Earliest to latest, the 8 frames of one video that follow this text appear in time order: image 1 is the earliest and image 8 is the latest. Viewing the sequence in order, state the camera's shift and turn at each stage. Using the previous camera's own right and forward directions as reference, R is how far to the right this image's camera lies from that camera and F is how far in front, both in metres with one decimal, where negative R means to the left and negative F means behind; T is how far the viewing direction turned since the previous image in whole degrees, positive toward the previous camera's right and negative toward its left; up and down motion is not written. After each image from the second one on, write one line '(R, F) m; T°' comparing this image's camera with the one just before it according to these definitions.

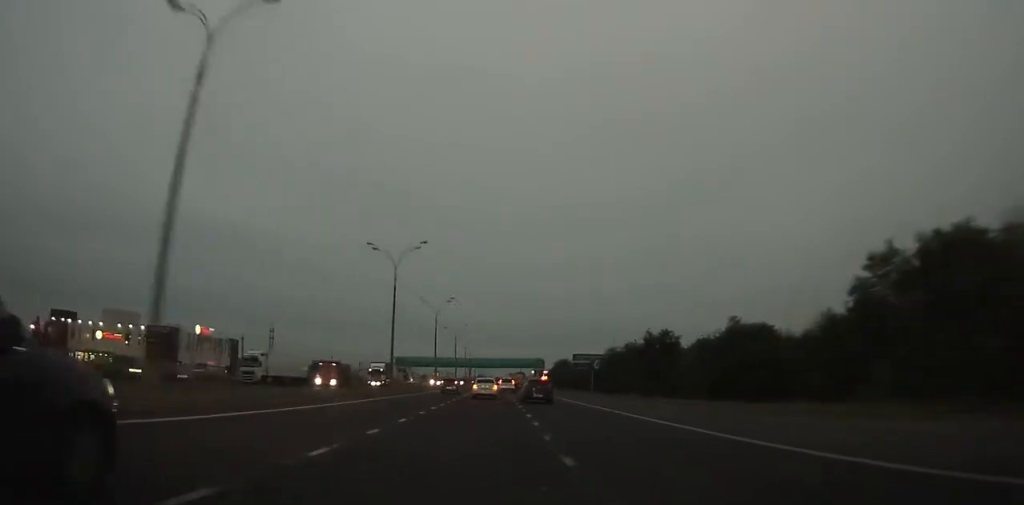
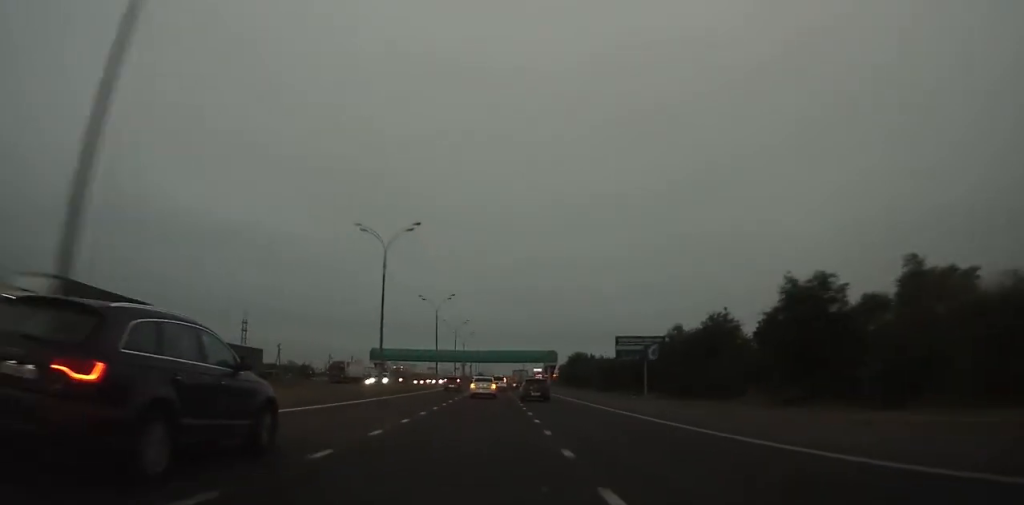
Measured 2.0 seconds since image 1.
(-0.1, +40.7) m; 0°
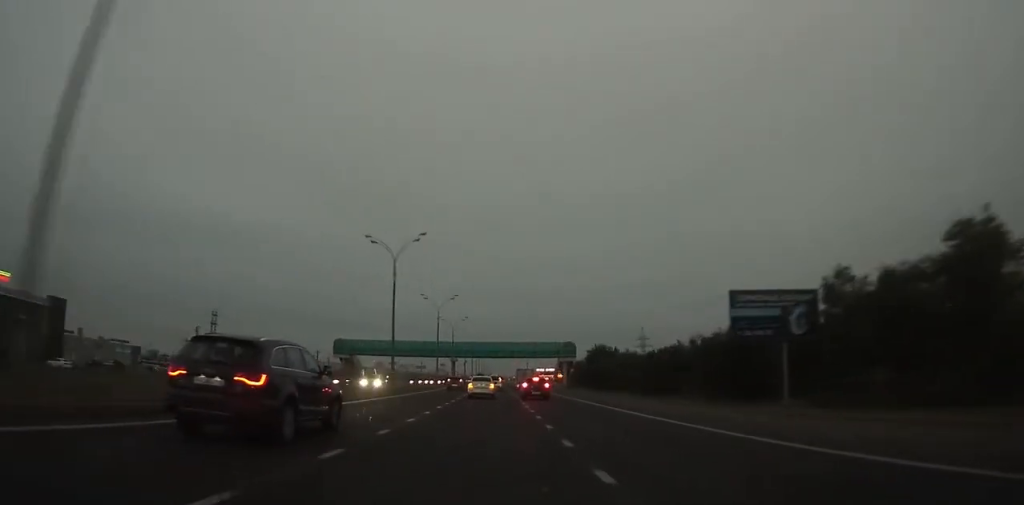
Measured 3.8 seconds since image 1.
(-0.1, +36.1) m; 0°
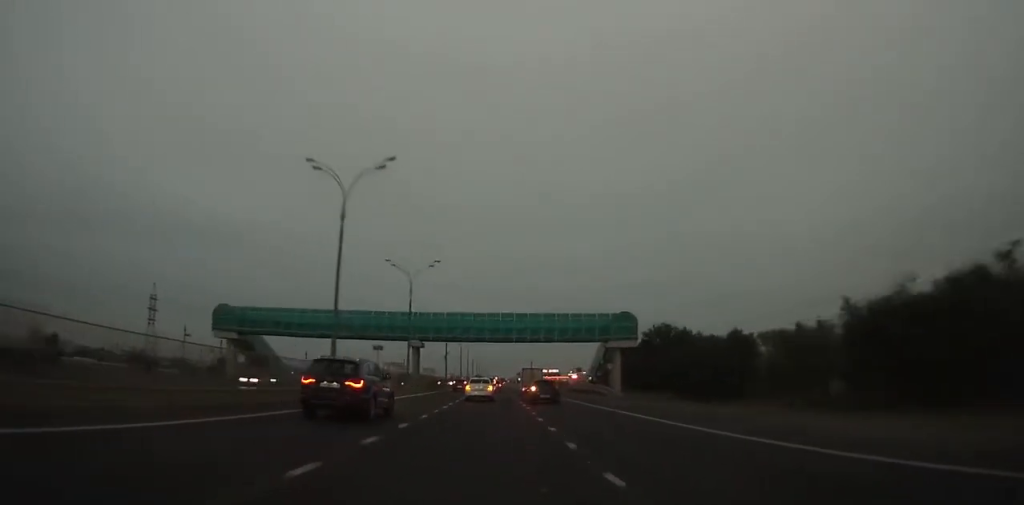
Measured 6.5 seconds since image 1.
(0.0, +53.0) m; 0°
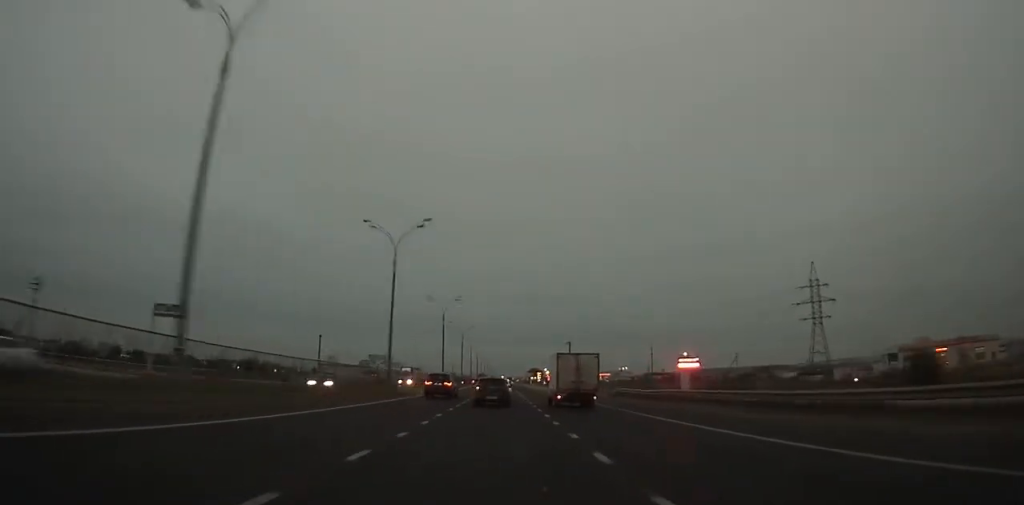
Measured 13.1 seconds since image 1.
(-0.1, +126.4) m; 0°
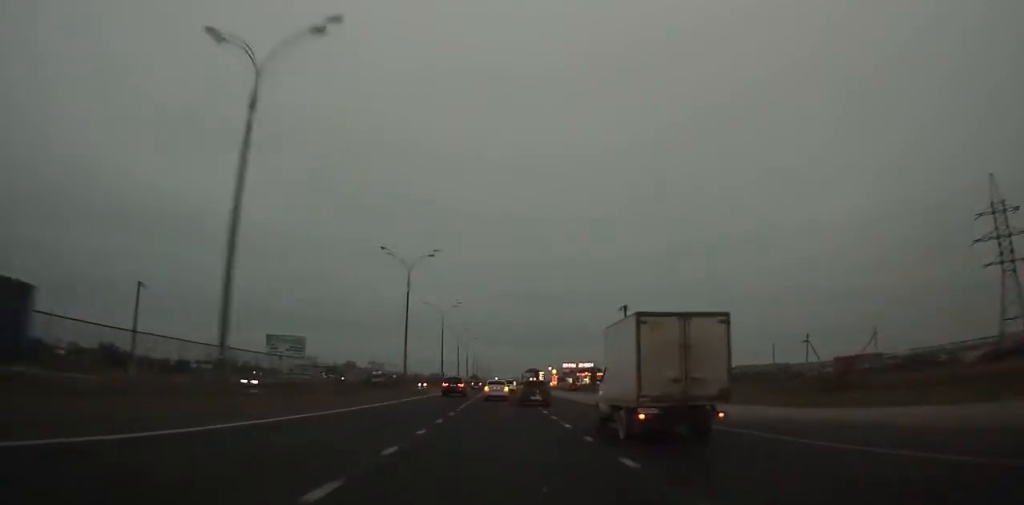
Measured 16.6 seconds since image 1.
(+0.1, +67.3) m; 0°
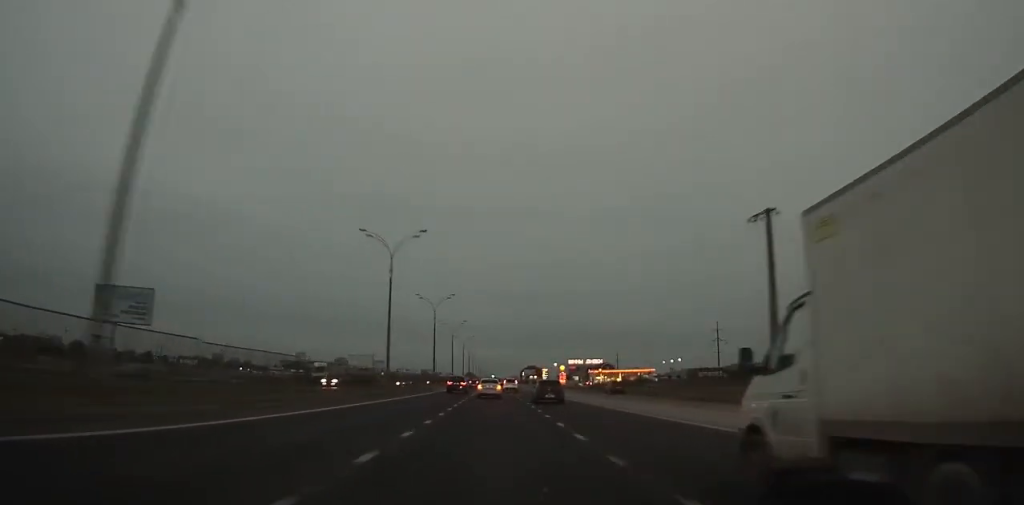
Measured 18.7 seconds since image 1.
(+0.2, +41.0) m; 0°
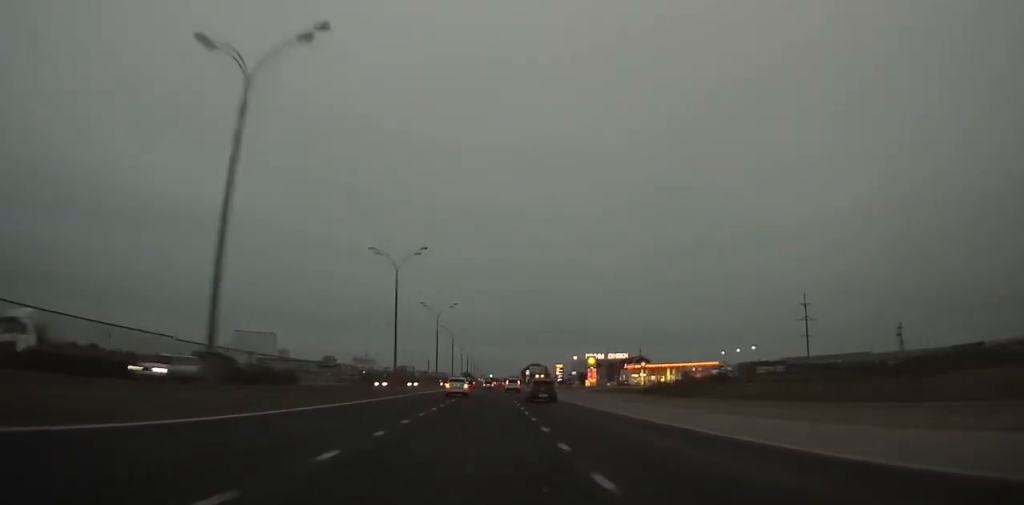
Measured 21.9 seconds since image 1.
(+0.1, +63.9) m; 0°
